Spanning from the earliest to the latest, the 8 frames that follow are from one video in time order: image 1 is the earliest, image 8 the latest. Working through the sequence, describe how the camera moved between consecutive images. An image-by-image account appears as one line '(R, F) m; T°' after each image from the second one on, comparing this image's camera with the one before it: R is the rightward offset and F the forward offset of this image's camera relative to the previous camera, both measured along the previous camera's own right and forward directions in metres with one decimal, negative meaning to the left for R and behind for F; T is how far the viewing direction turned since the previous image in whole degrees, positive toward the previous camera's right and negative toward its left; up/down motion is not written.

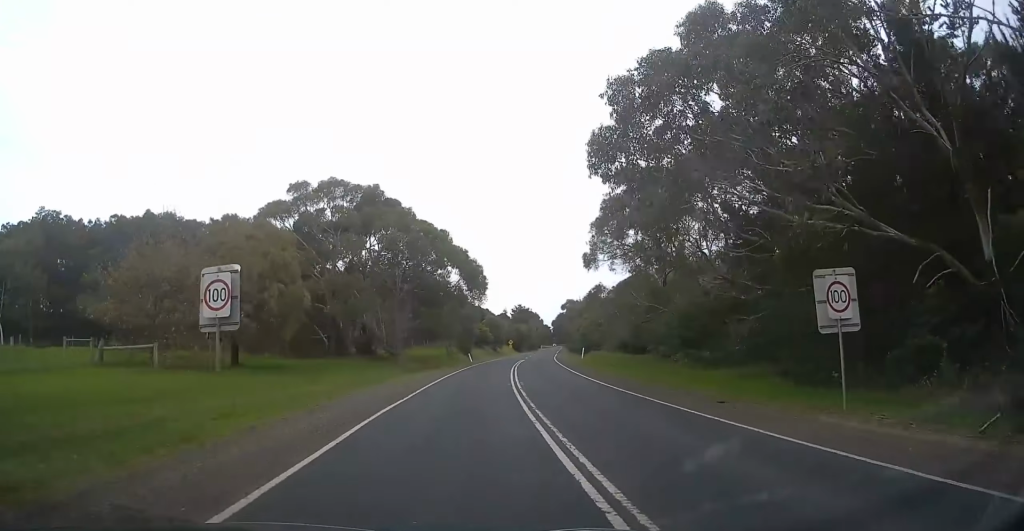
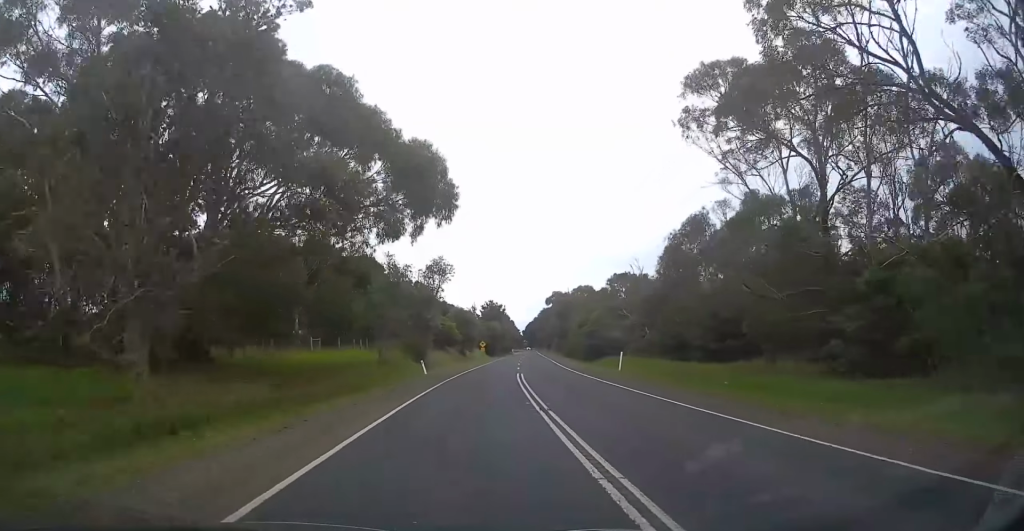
(+0.7, +29.7) m; +2°
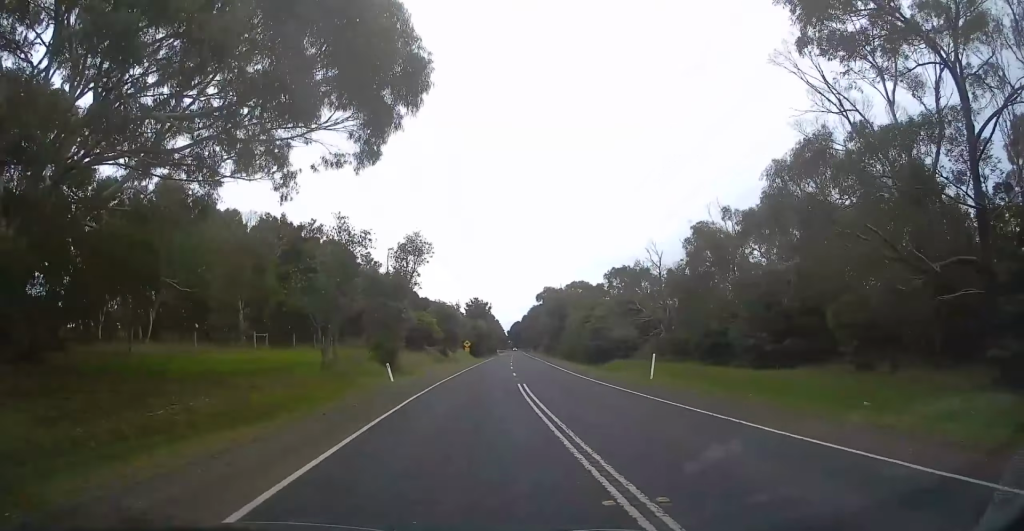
(-0.2, +9.9) m; +1°
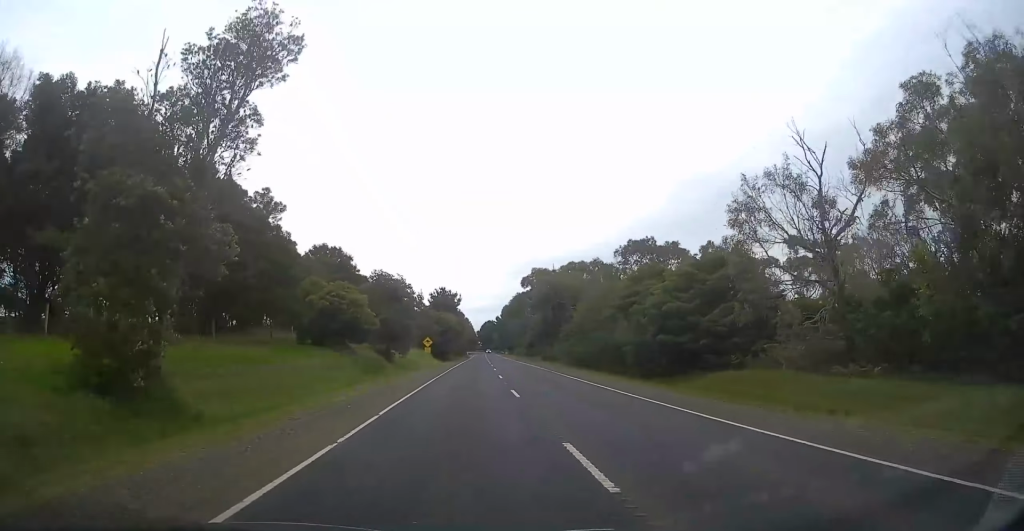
(+1.0, +27.2) m; +3°
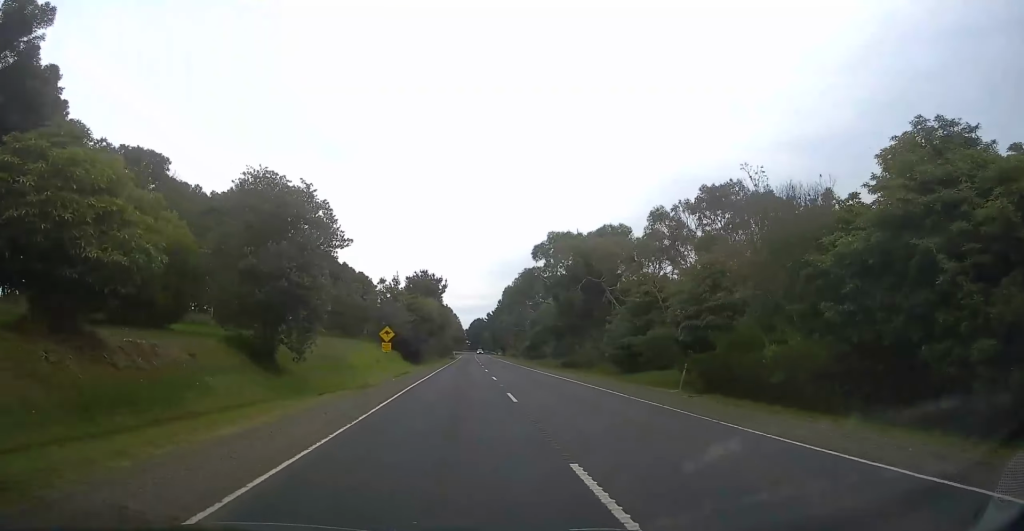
(+0.5, +26.4) m; +1°
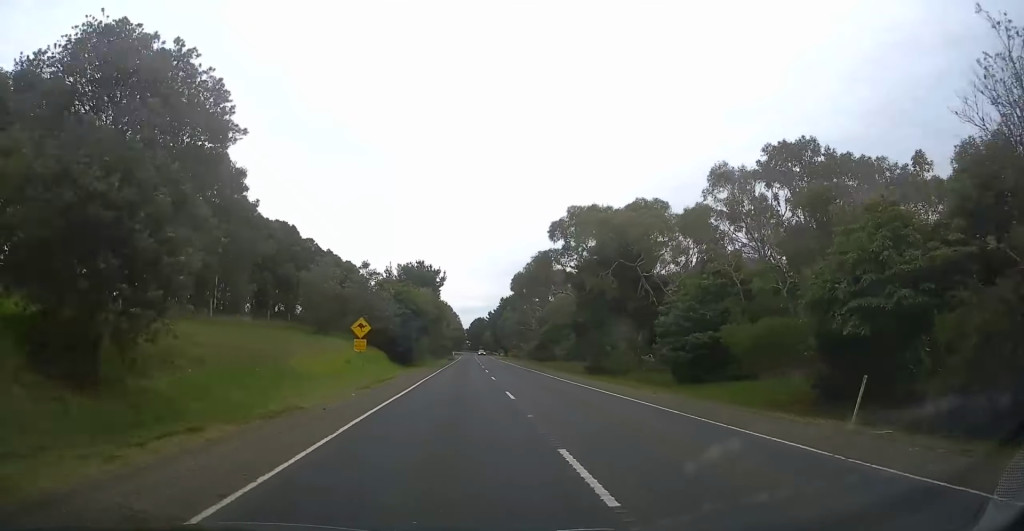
(0.0, +10.7) m; 0°
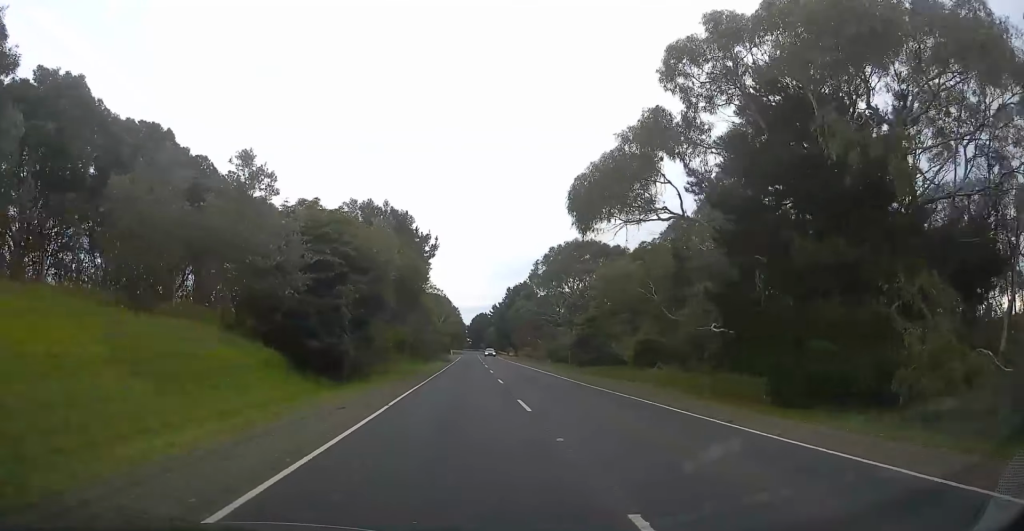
(-0.1, +27.1) m; 0°
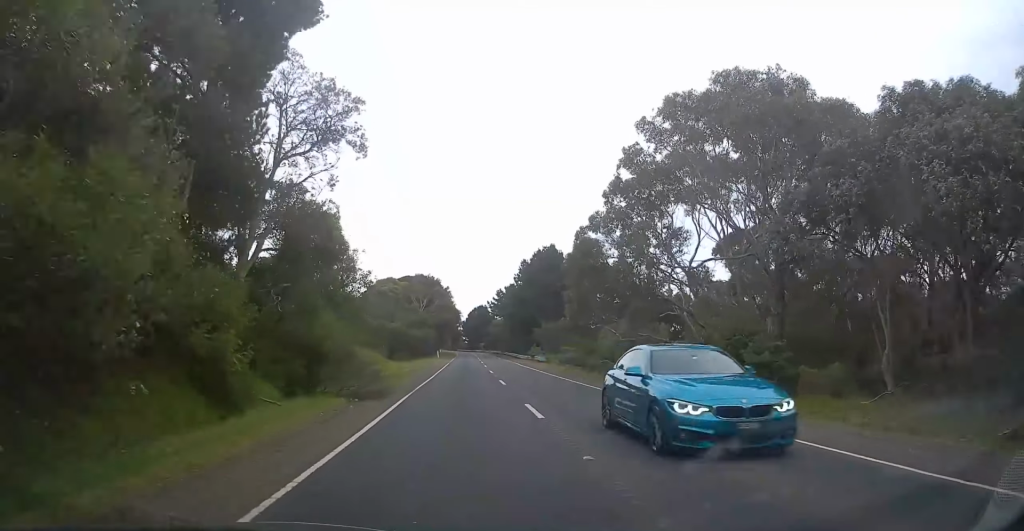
(+0.4, +49.0) m; 0°
